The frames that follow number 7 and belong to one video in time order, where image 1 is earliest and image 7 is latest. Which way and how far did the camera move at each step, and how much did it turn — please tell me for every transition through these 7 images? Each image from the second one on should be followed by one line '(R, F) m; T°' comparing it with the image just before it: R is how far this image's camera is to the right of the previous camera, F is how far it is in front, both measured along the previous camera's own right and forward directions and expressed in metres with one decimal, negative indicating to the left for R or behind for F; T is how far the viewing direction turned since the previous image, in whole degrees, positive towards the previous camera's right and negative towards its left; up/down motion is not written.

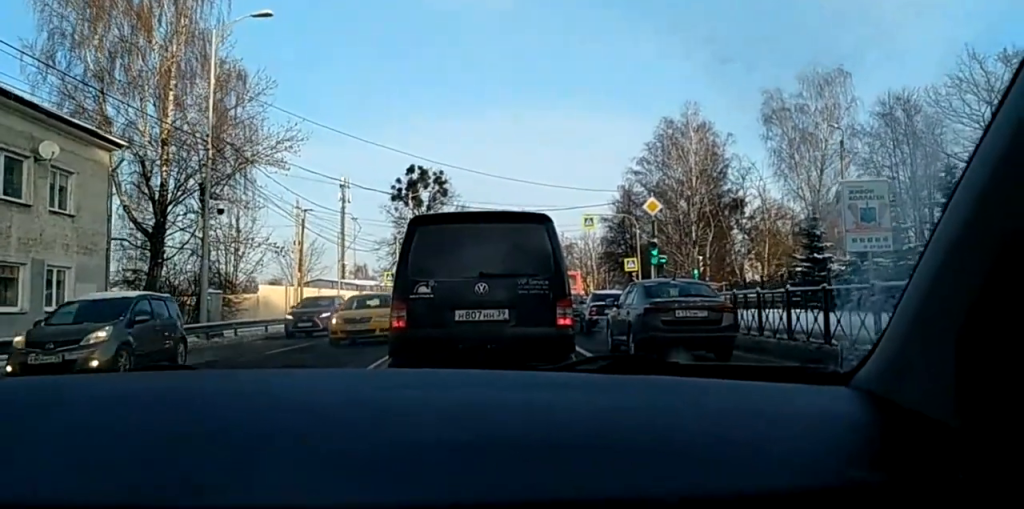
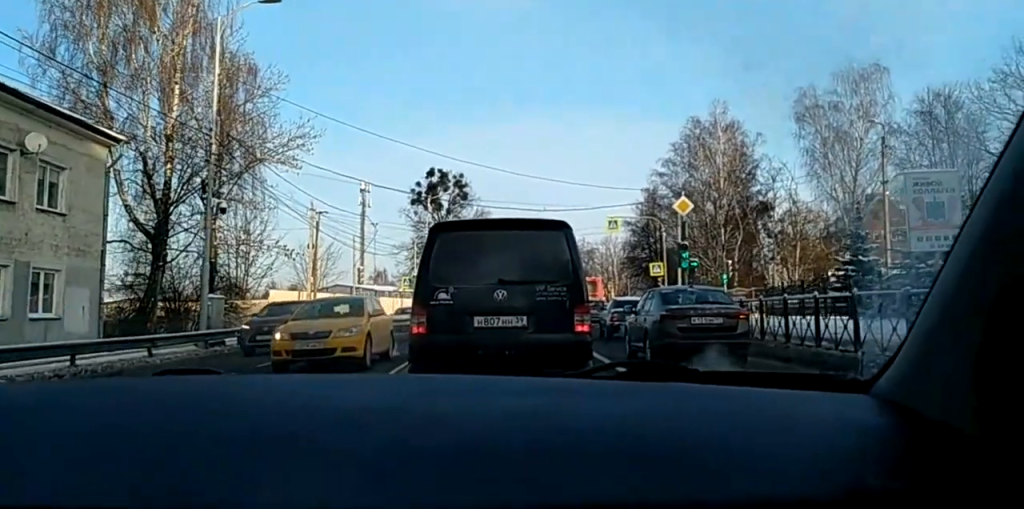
(+0.2, +2.4) m; -1°
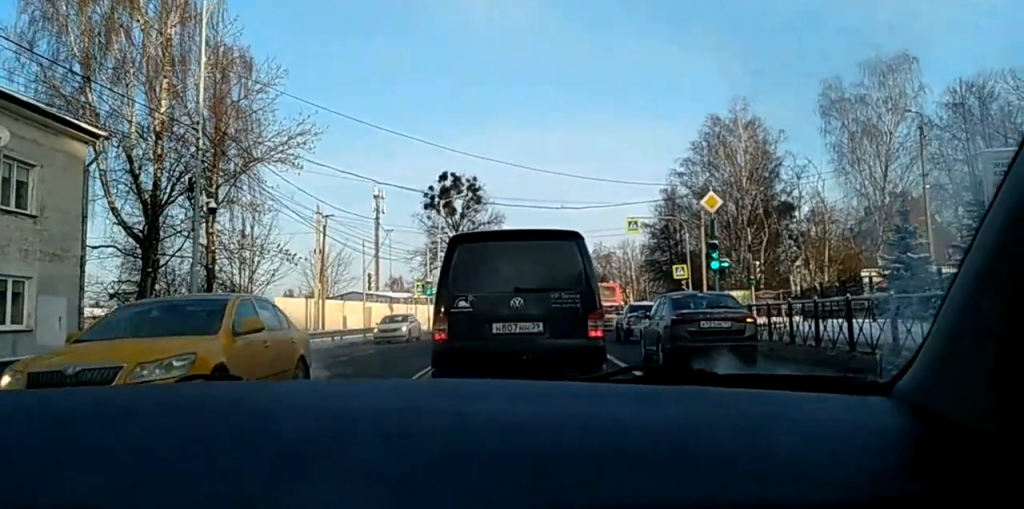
(0.0, +2.8) m; -2°
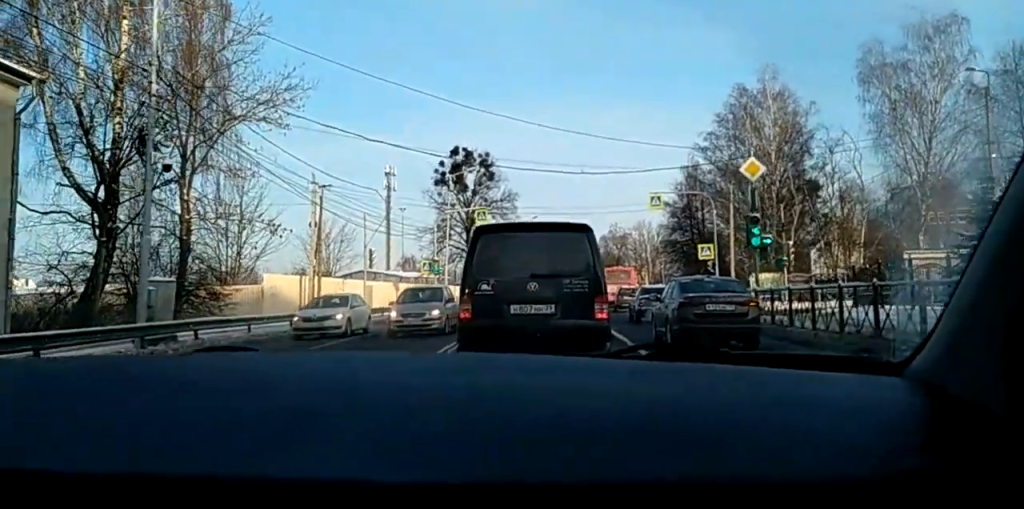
(-0.3, +4.4) m; -3°
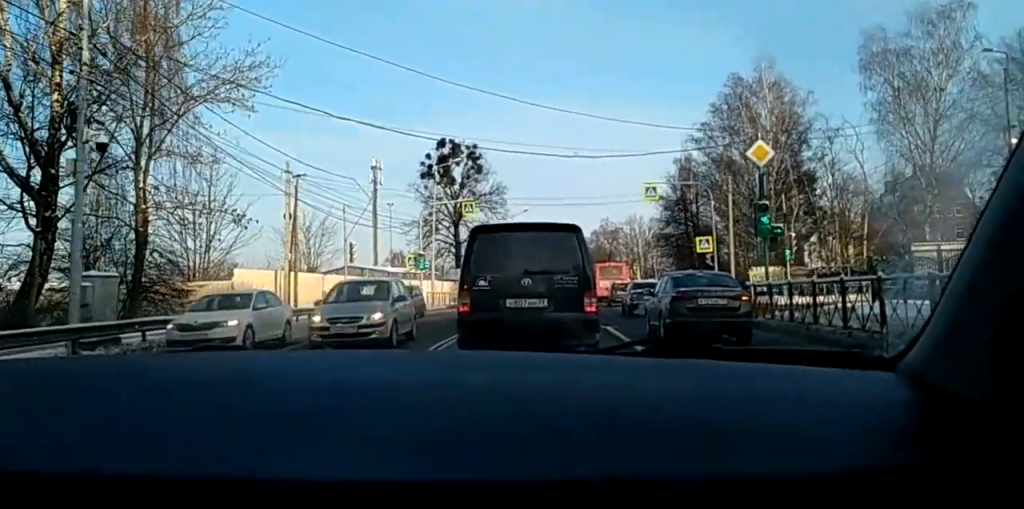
(+0.2, +2.3) m; 0°
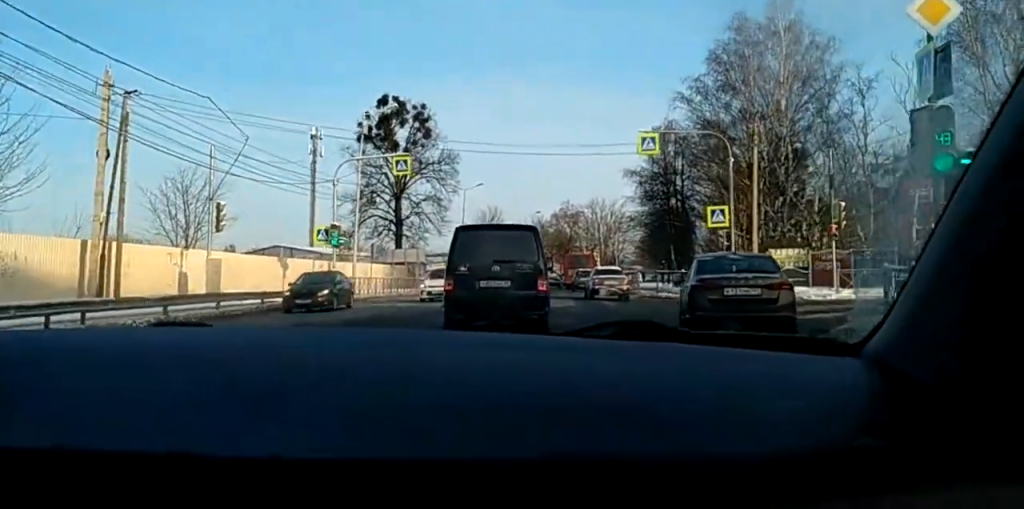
(-0.7, +11.6) m; 0°
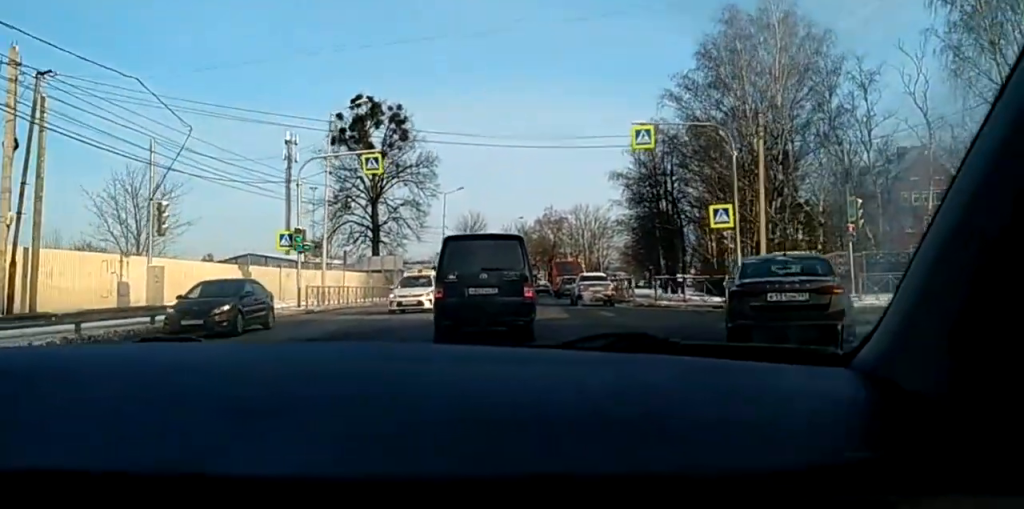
(+0.2, +3.2) m; +4°
